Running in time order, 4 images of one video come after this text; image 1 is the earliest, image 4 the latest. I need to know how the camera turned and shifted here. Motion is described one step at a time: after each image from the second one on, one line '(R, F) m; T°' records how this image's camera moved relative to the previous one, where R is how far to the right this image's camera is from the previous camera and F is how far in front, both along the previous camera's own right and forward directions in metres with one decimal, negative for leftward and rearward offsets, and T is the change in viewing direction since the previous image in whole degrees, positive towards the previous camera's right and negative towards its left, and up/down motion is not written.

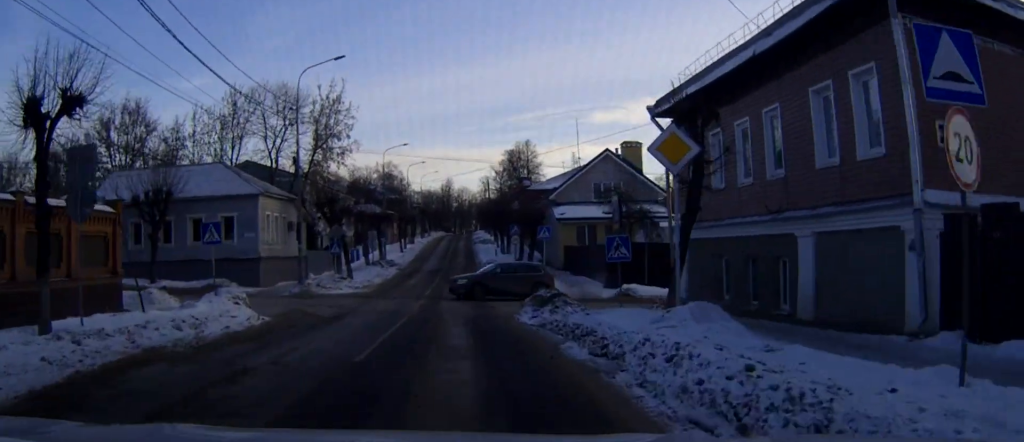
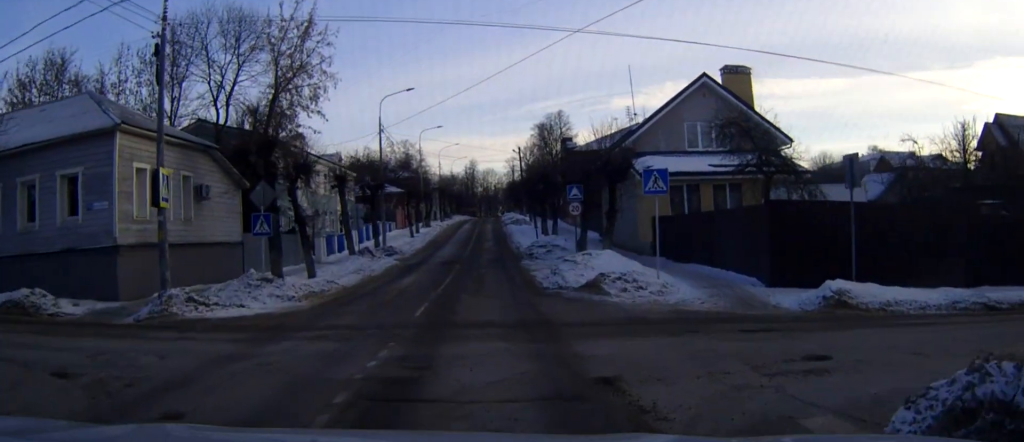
(-0.1, +21.9) m; +1°
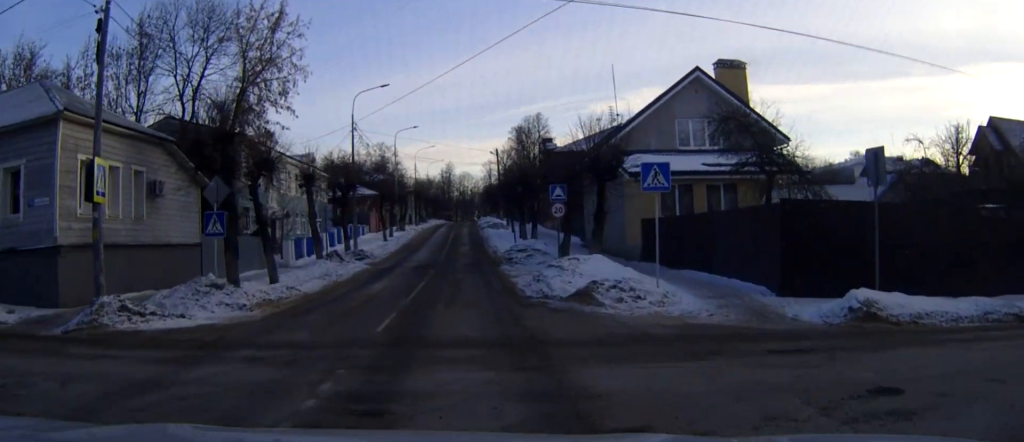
(0.0, +3.1) m; +4°
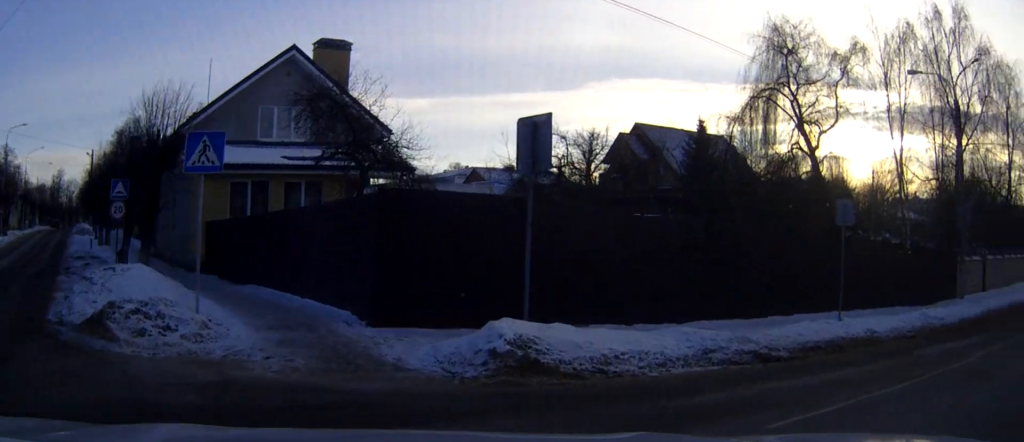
(+1.7, +6.7) m; +39°
